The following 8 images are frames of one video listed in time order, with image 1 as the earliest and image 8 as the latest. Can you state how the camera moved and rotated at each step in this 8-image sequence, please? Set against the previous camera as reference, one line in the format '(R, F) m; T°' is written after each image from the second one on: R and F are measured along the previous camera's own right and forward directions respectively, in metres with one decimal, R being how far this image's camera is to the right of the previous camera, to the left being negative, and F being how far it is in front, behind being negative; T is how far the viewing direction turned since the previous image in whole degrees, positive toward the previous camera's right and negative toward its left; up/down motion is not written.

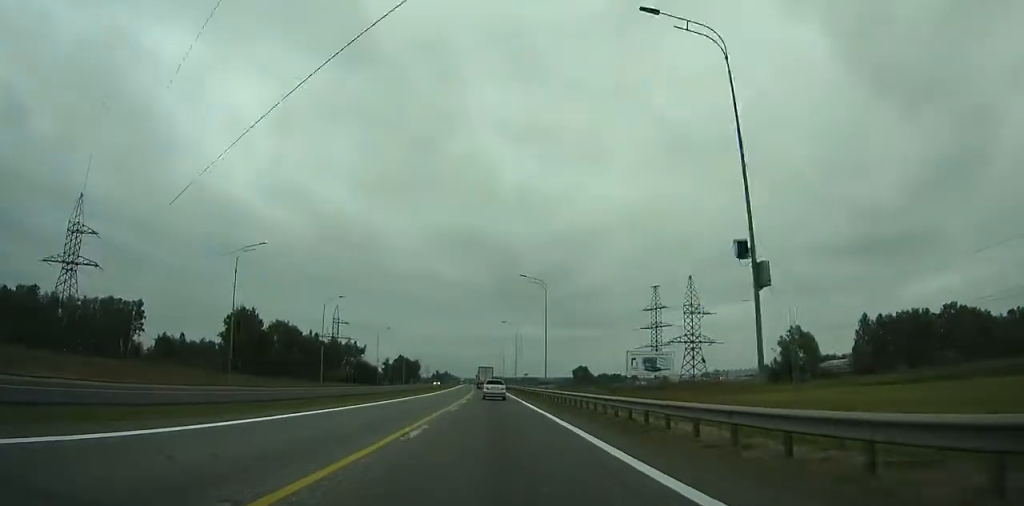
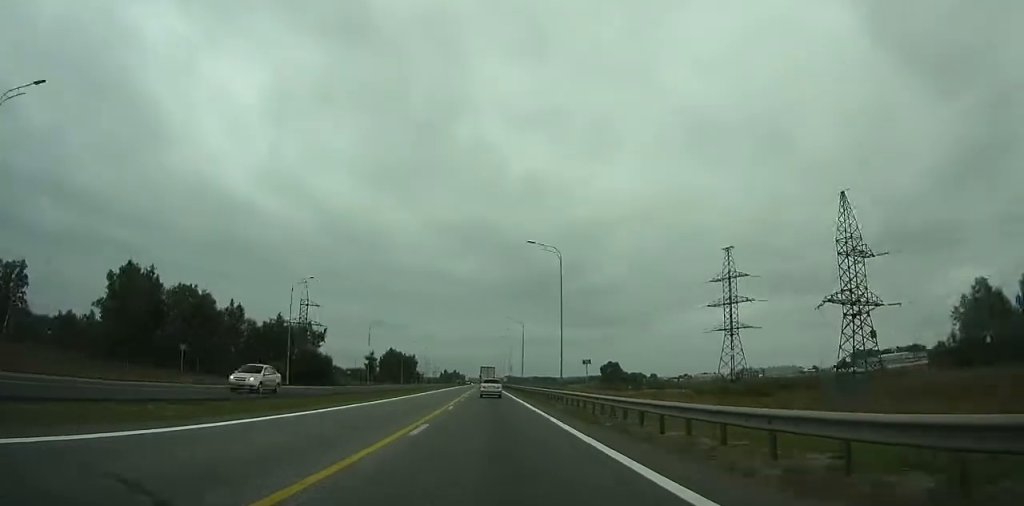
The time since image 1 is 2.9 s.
(-0.5, +60.5) m; -1°
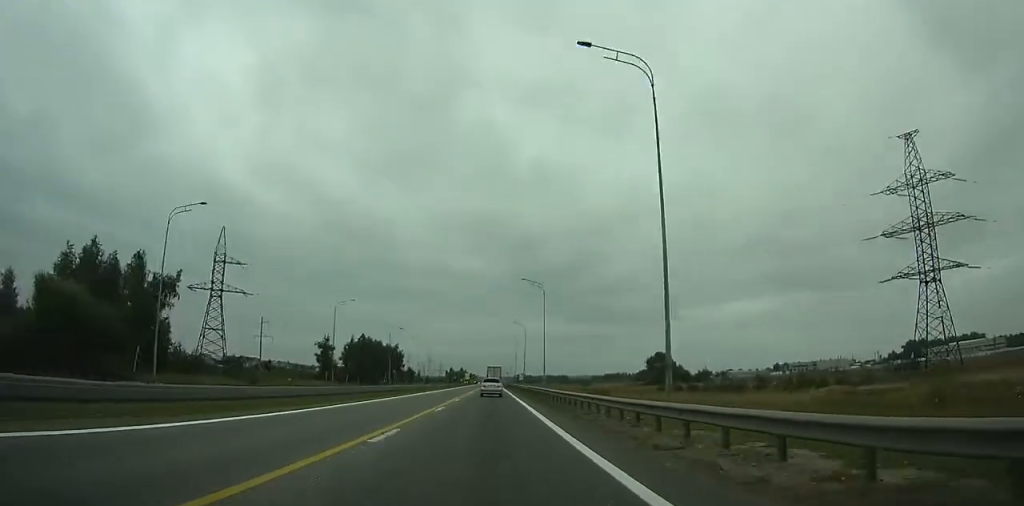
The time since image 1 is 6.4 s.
(-0.5, +72.9) m; -1°
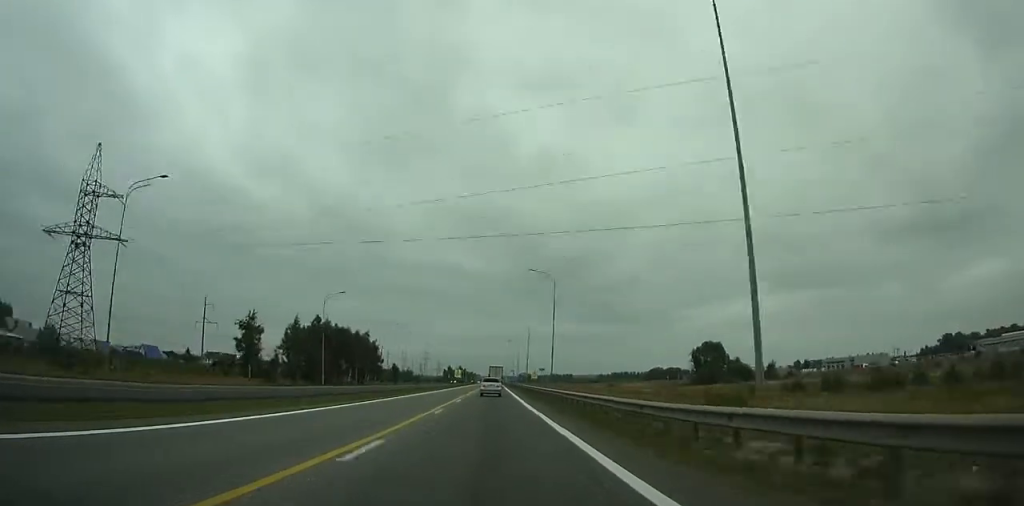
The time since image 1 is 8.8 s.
(-0.2, +50.2) m; 0°
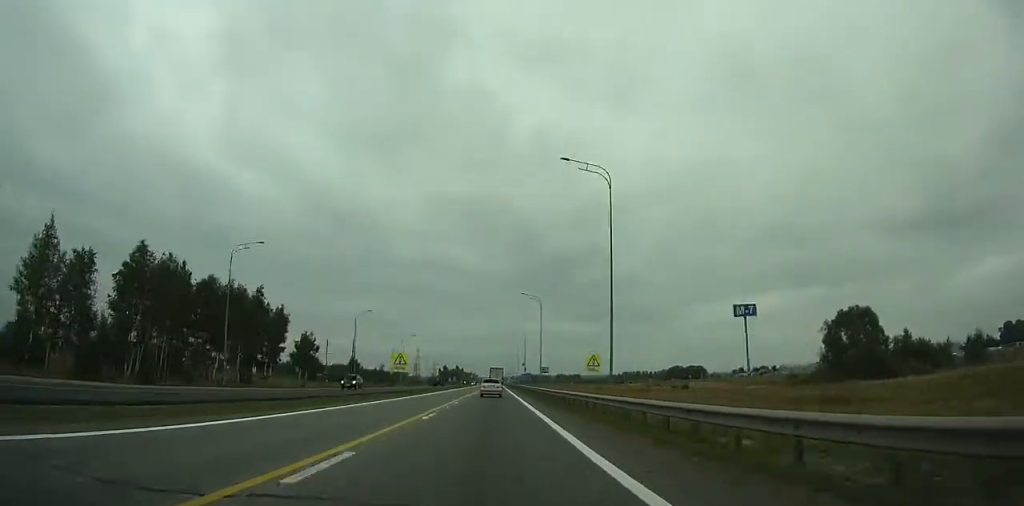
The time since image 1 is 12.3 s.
(-0.2, +73.4) m; 0°
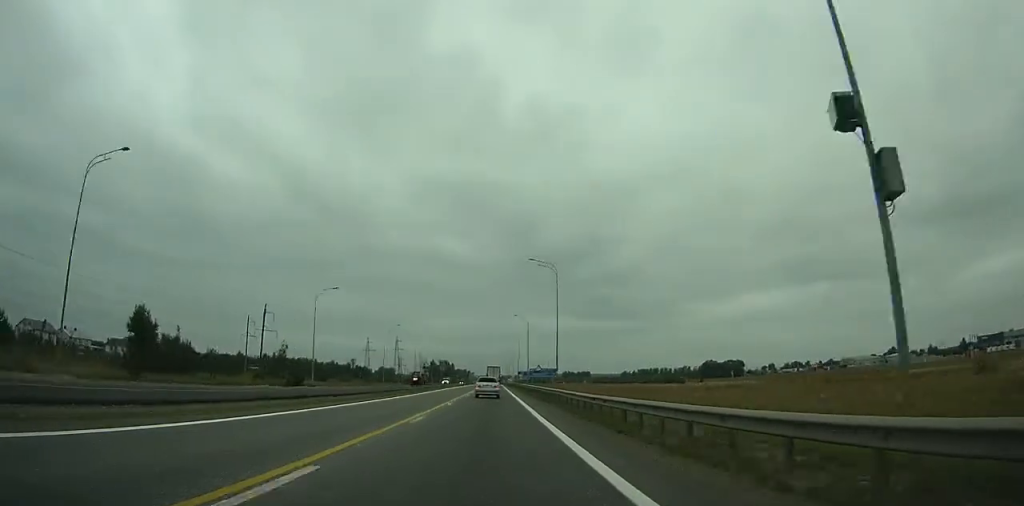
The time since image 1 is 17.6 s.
(-0.2, +110.5) m; 0°
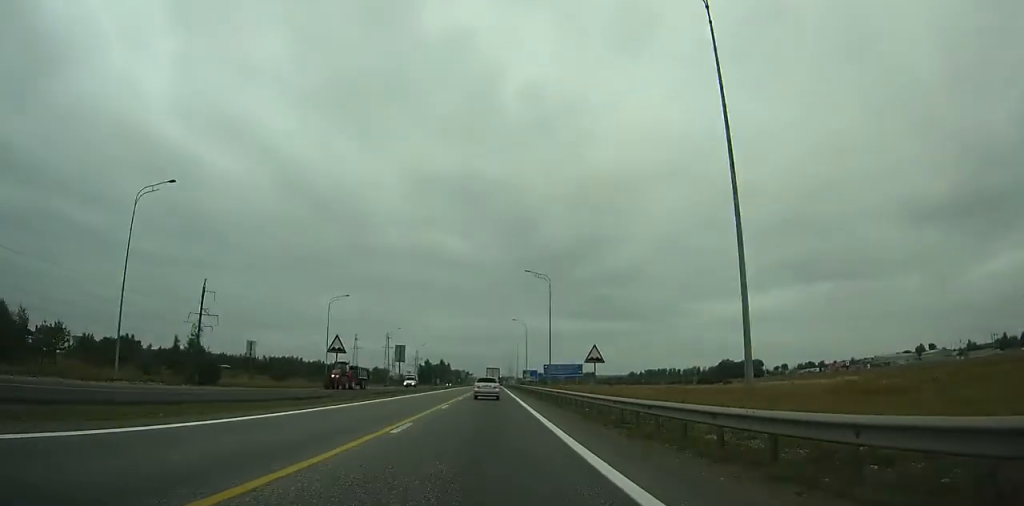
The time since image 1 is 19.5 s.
(0.0, +39.2) m; 0°
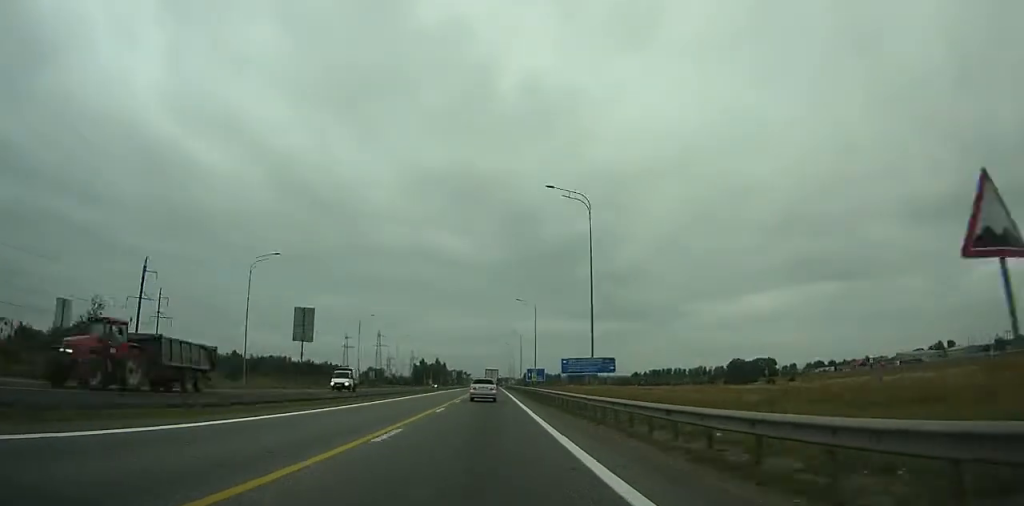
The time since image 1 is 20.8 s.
(0.0, +26.4) m; 0°
